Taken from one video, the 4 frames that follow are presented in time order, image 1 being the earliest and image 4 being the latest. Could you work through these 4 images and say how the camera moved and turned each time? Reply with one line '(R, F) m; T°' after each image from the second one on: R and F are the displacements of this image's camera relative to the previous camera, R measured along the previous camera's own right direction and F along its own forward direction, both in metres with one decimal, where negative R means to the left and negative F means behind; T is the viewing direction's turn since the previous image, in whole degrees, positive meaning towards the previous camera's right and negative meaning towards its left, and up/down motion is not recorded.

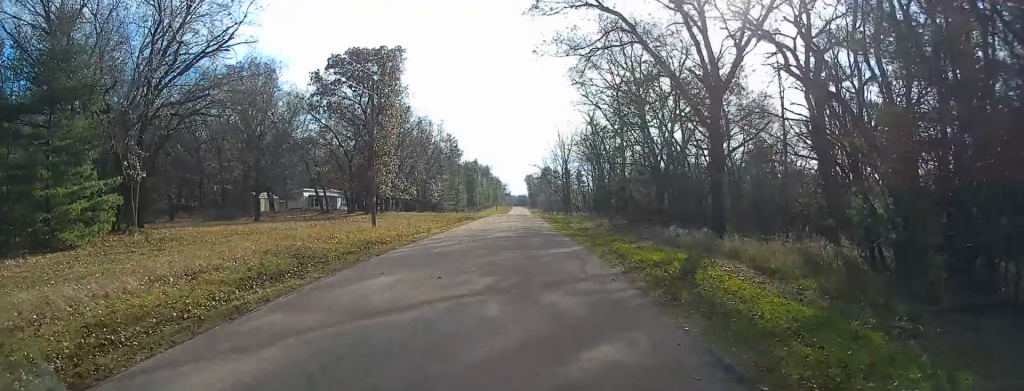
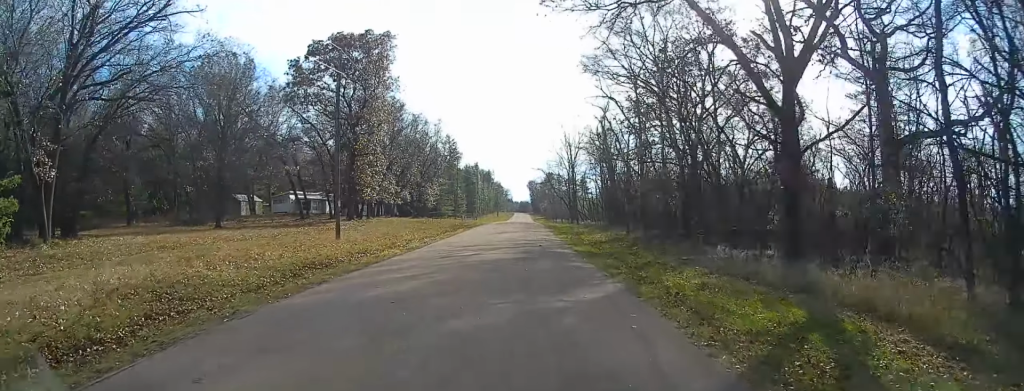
(-0.3, +7.9) m; 0°
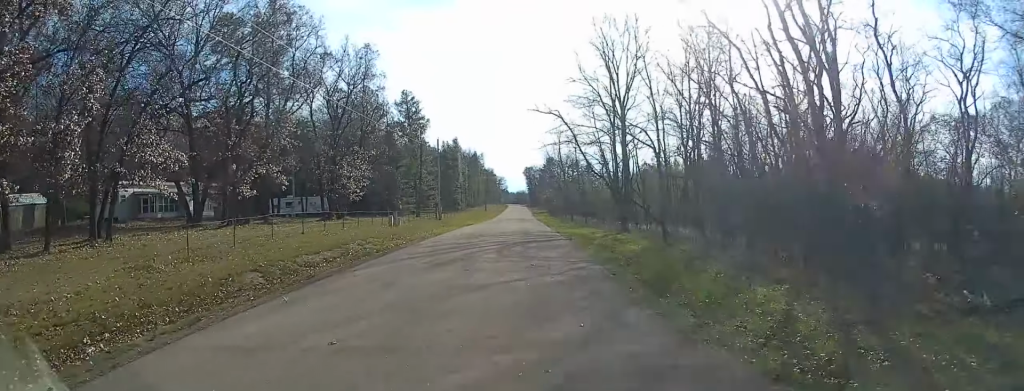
(+0.6, +47.1) m; +2°
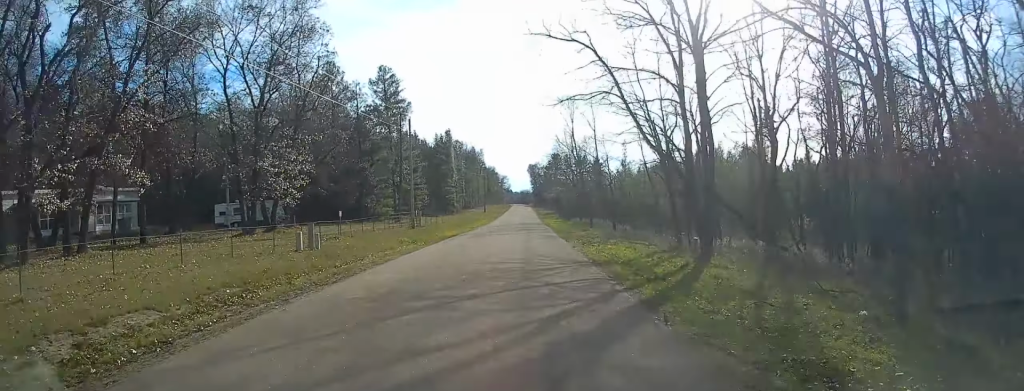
(0.0, +18.1) m; 0°
